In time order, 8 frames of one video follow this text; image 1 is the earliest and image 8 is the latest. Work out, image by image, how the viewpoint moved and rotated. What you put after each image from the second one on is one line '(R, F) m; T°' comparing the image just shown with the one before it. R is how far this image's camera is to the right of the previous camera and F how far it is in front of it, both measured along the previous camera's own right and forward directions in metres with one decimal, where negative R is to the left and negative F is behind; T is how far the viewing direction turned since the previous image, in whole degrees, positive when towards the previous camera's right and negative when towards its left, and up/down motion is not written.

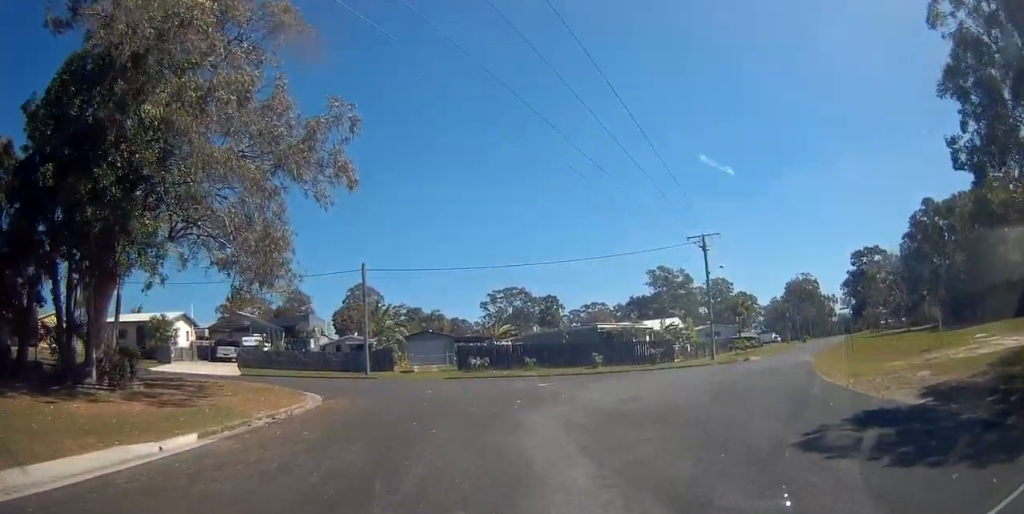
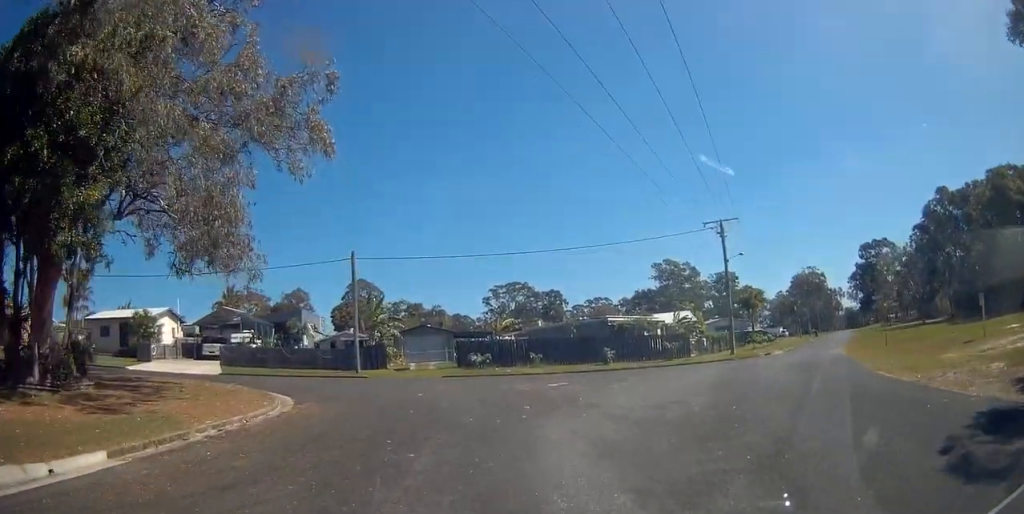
(-0.1, +3.3) m; 0°
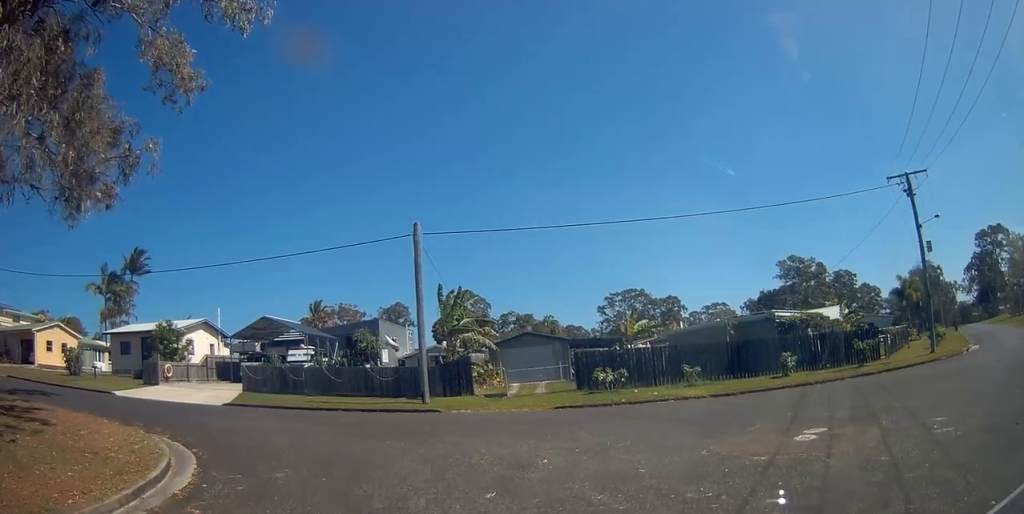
(+0.3, +11.8) m; -7°
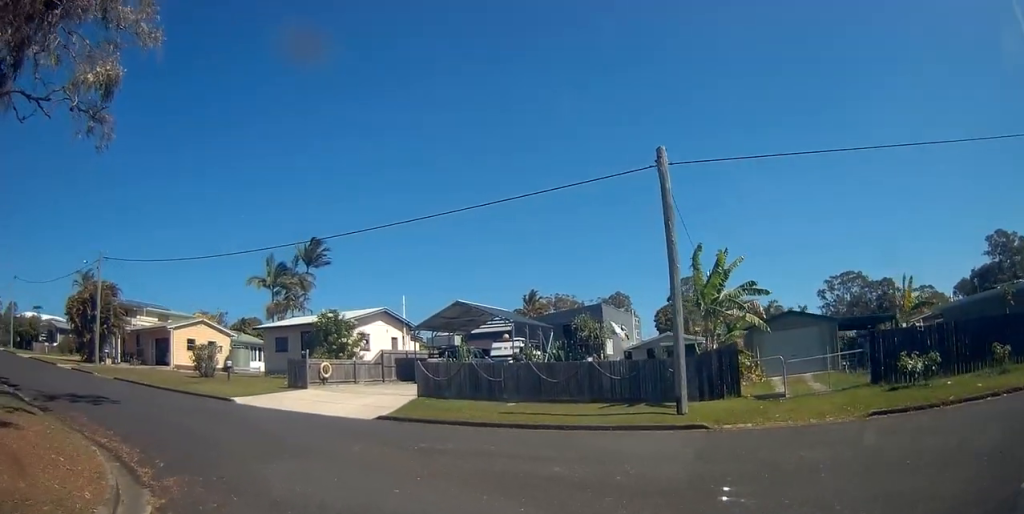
(-1.5, +7.4) m; -25°
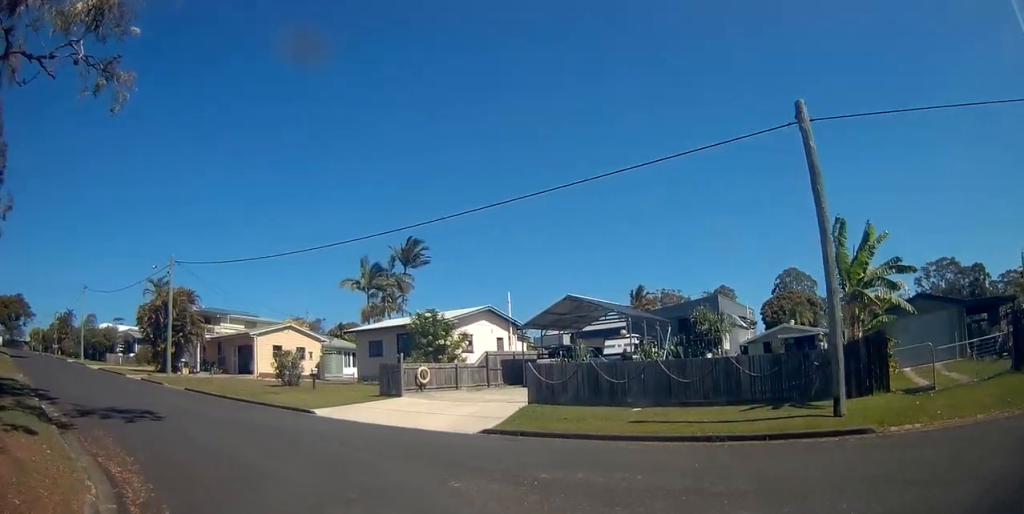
(-0.2, +2.8) m; -11°
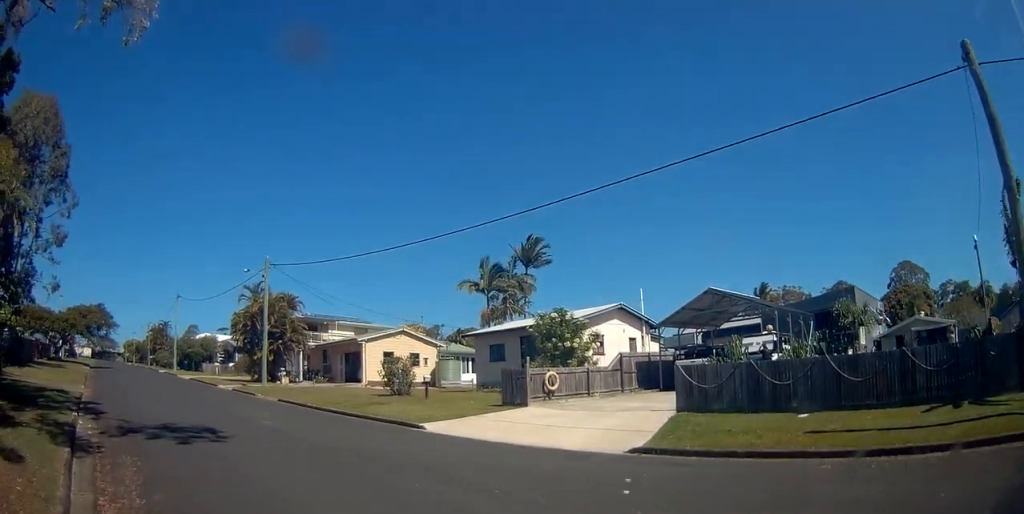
(-0.4, +3.0) m; -11°
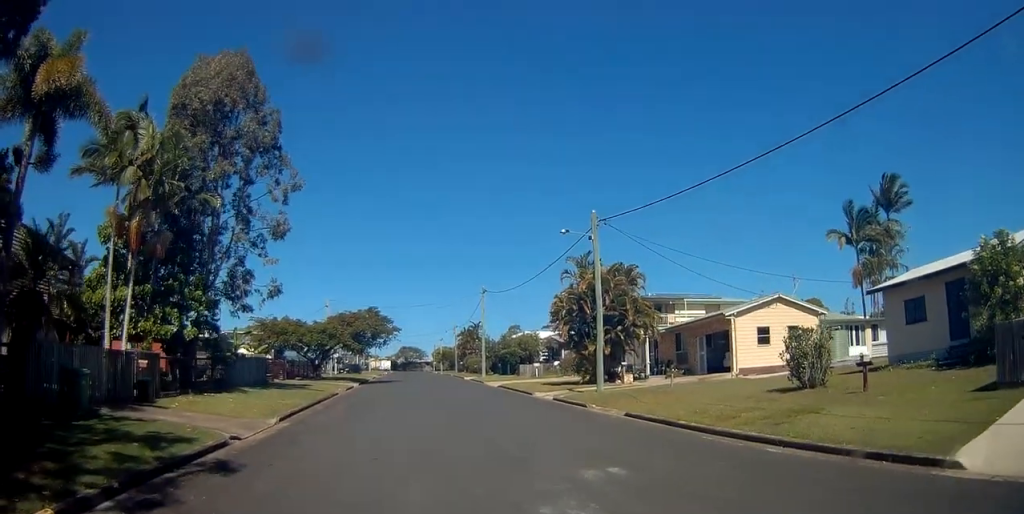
(-3.3, +10.4) m; -32°
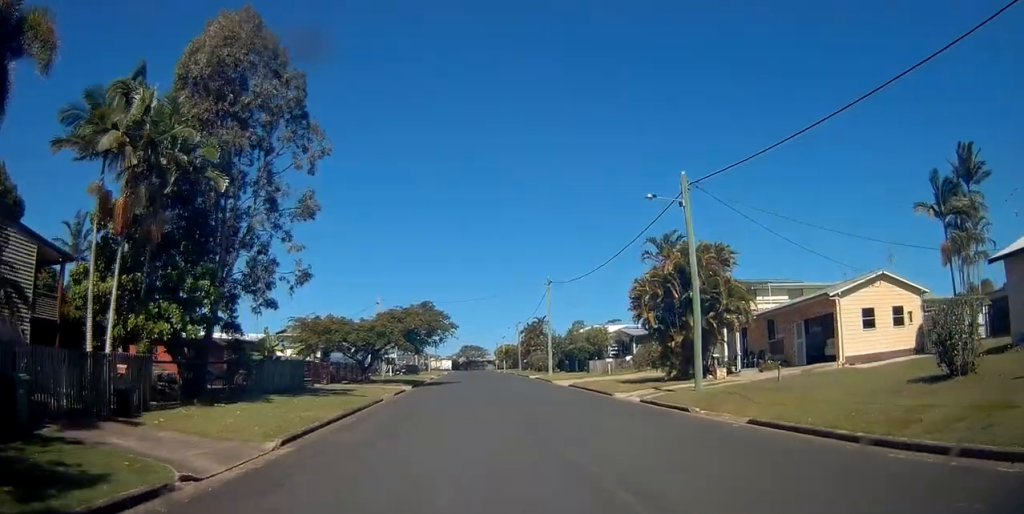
(-0.4, +4.9) m; -8°
